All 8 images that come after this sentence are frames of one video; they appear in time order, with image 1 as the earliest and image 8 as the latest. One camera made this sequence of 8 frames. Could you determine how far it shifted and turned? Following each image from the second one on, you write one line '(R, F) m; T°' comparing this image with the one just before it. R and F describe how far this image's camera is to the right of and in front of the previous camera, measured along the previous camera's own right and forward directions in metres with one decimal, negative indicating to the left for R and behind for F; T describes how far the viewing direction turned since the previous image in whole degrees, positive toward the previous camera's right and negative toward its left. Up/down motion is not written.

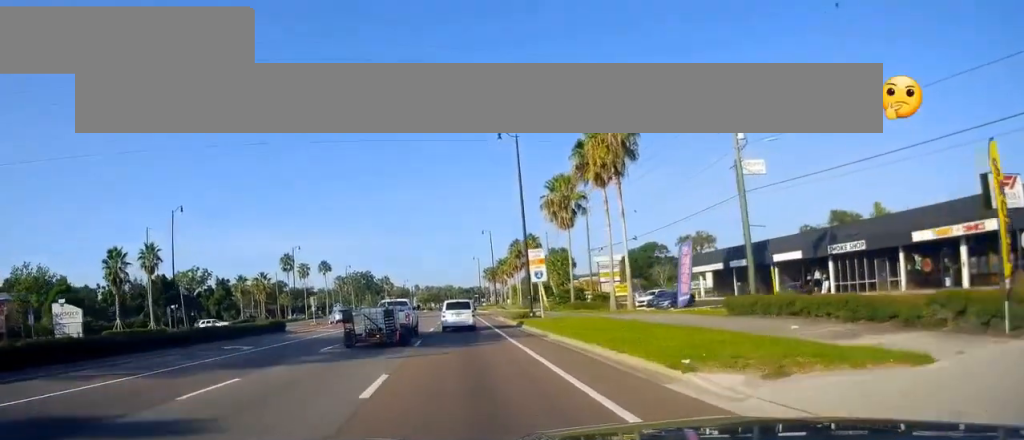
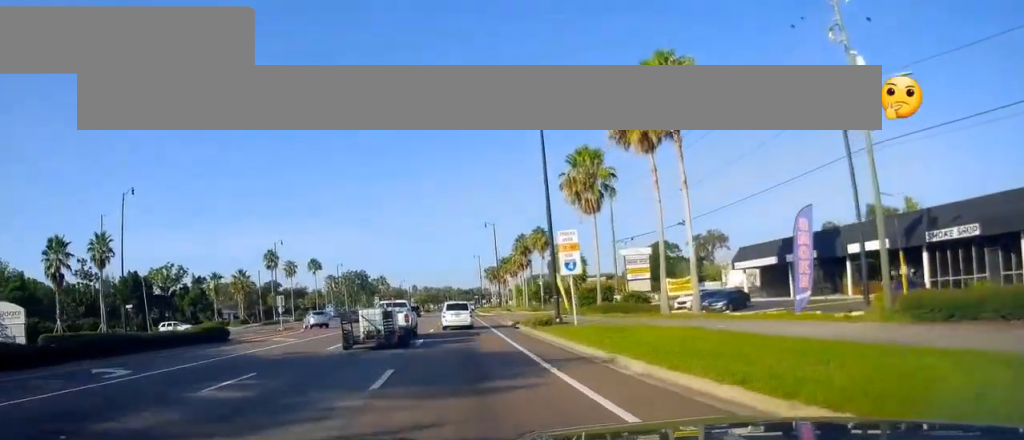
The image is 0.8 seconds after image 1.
(-0.2, +10.9) m; -1°
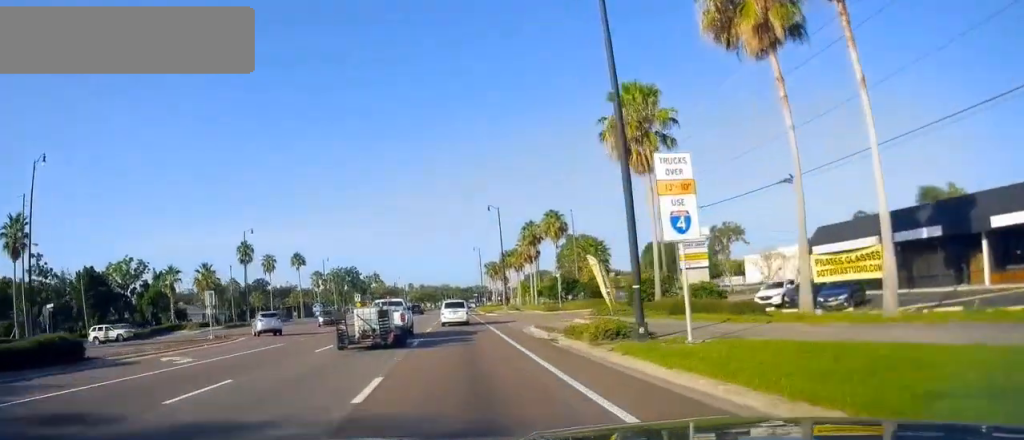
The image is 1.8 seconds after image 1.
(-0.1, +13.7) m; +1°
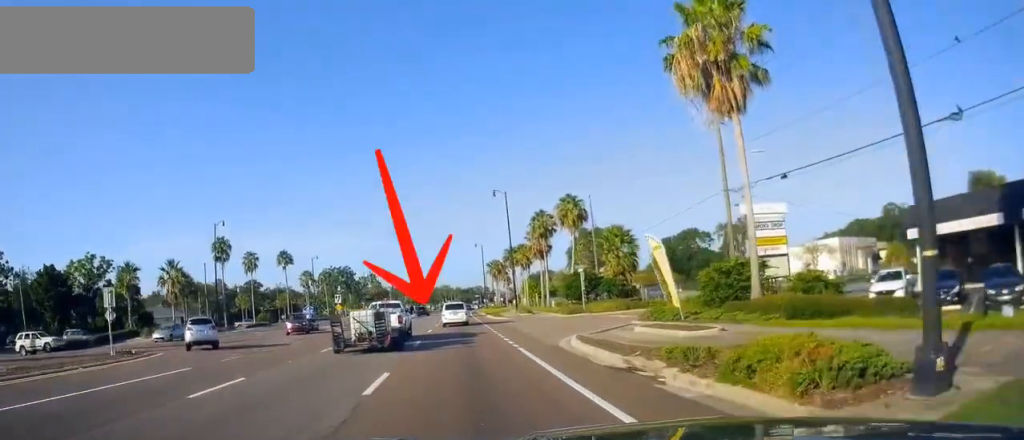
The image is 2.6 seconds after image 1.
(+0.3, +10.9) m; +2°
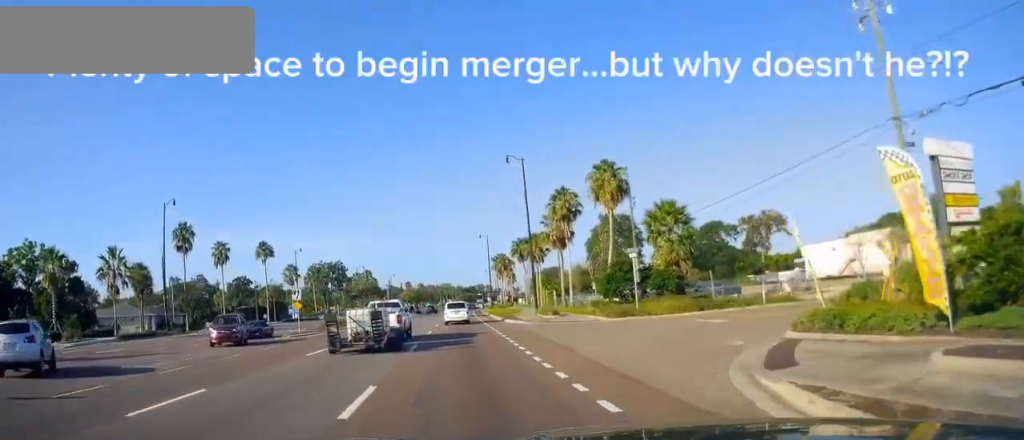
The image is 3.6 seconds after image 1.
(0.0, +14.5) m; 0°
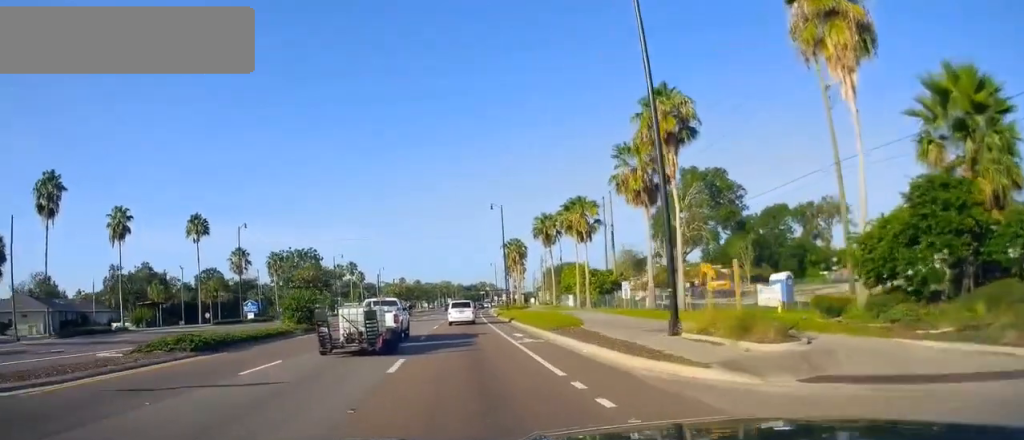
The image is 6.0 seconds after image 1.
(0.0, +31.1) m; -1°
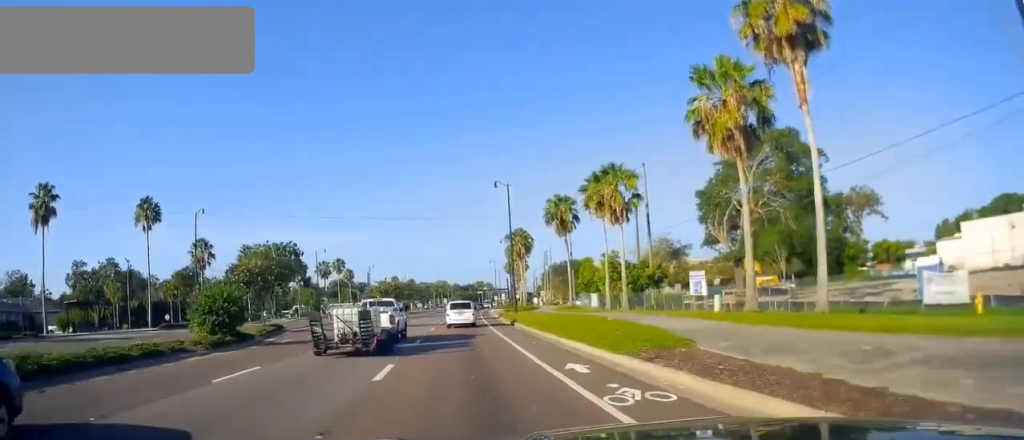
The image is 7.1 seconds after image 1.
(-0.2, +13.8) m; 0°
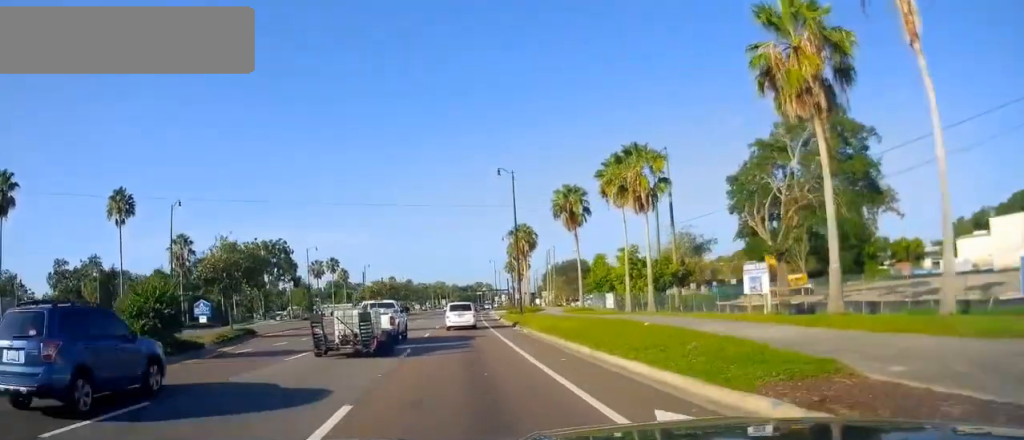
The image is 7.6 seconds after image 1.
(0.0, +6.3) m; 0°
